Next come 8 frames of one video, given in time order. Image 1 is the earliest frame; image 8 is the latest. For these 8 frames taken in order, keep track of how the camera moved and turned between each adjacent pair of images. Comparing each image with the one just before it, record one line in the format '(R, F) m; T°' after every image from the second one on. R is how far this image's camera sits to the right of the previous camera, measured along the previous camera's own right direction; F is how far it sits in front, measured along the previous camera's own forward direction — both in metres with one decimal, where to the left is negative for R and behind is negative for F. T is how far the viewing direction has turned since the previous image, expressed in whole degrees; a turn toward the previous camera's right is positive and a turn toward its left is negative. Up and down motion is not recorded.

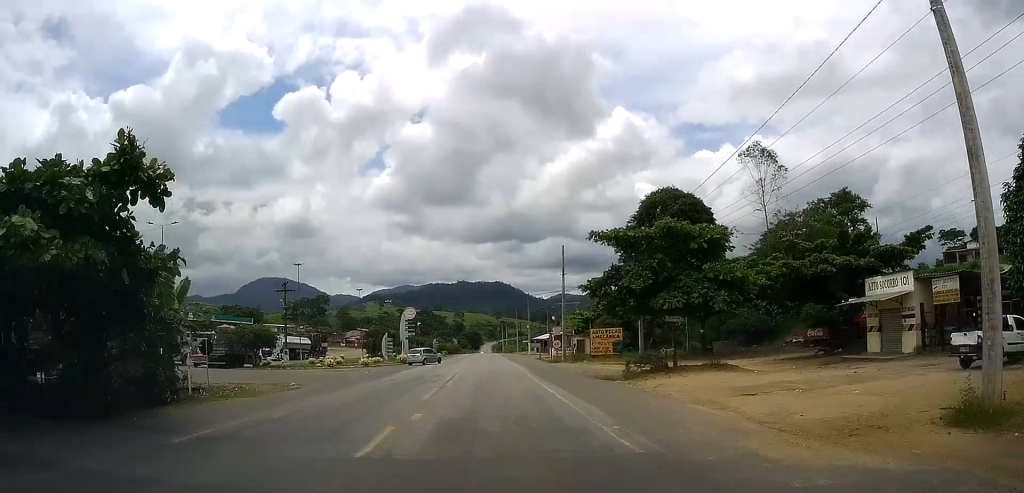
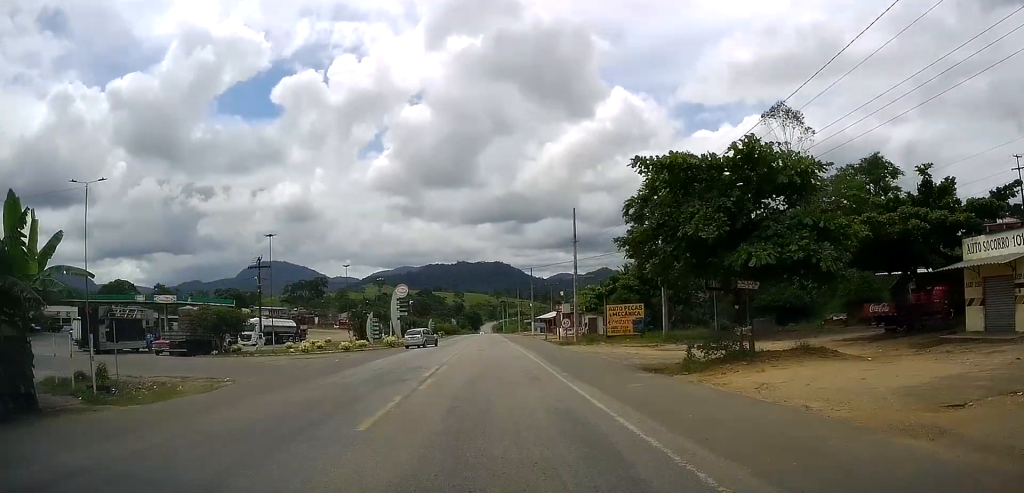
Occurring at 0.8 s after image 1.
(-0.1, +8.7) m; -1°
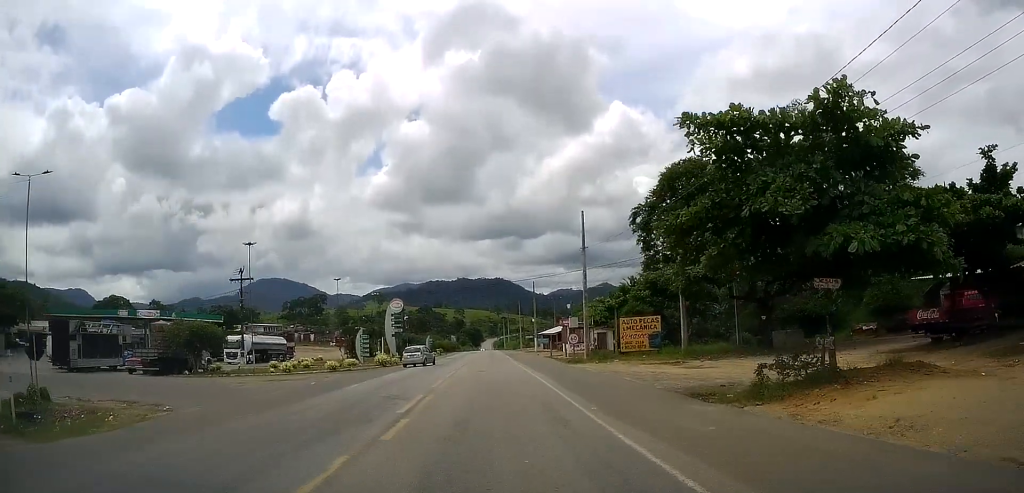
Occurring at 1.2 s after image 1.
(-0.2, +5.2) m; 0°
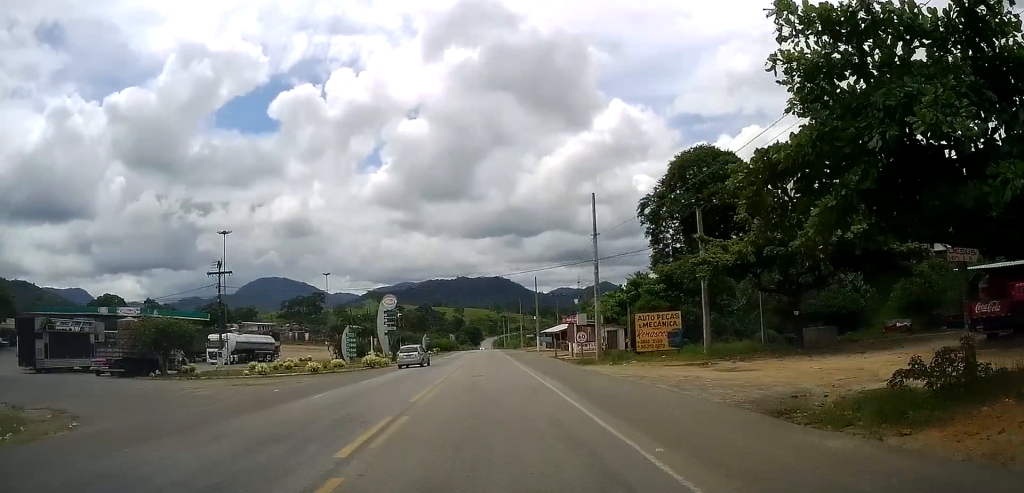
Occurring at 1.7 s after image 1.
(+0.1, +5.0) m; 0°
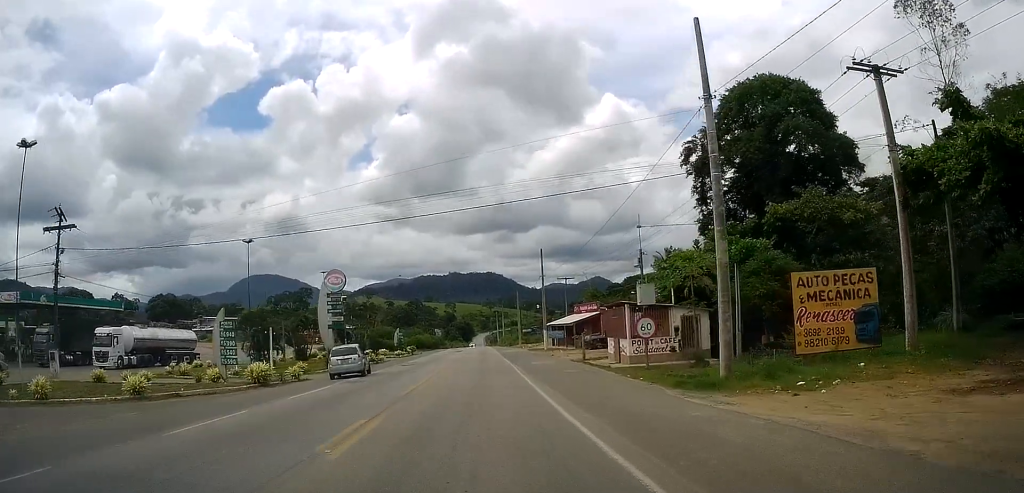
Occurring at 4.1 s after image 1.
(+0.1, +21.1) m; -2°
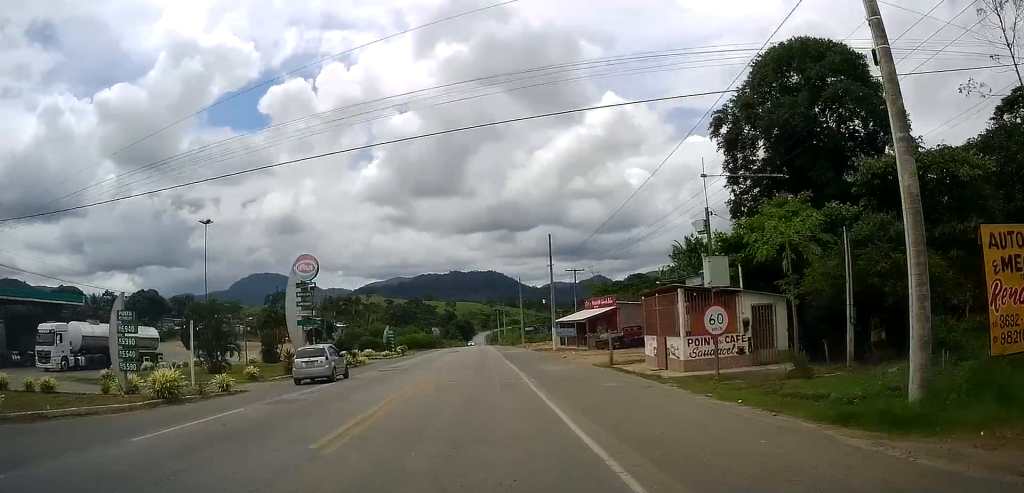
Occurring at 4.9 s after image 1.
(-0.4, +7.6) m; -2°
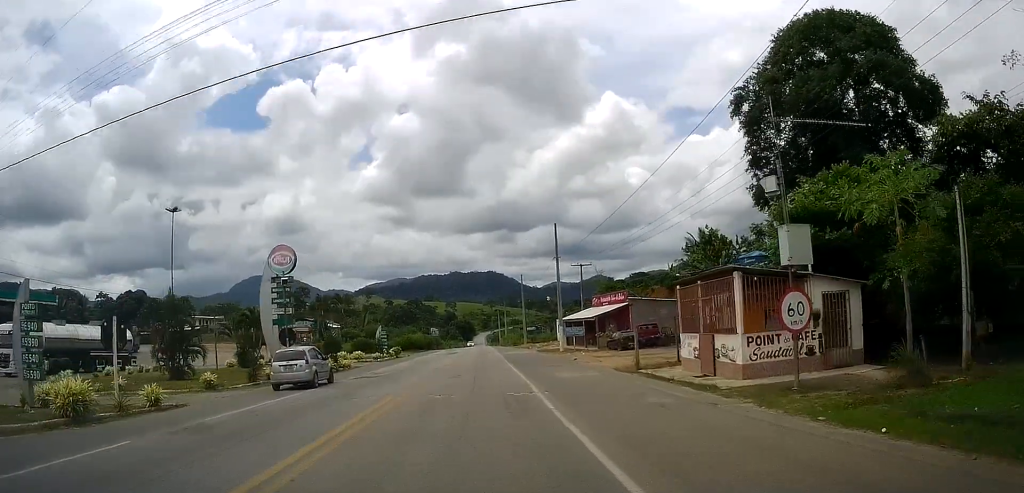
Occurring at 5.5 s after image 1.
(-0.1, +4.7) m; 0°
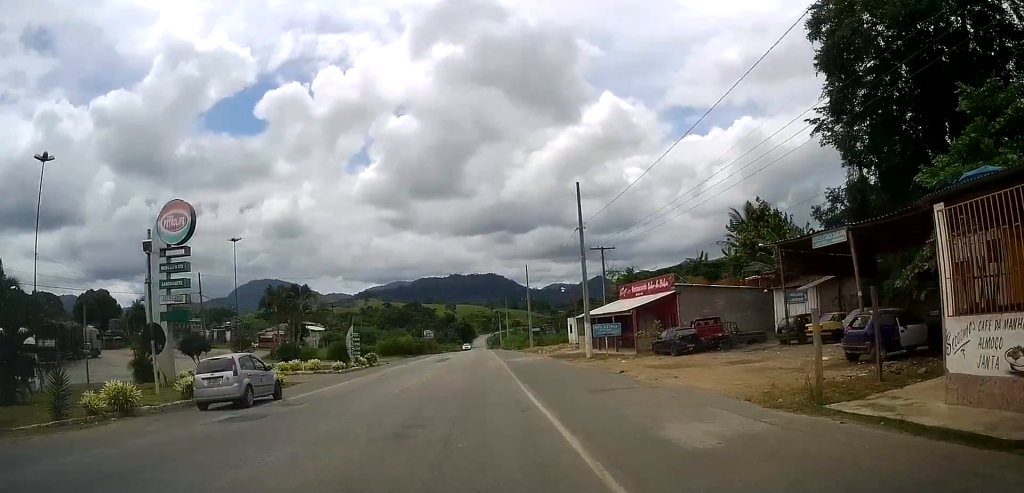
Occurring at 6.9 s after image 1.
(+0.5, +13.2) m; +4°
